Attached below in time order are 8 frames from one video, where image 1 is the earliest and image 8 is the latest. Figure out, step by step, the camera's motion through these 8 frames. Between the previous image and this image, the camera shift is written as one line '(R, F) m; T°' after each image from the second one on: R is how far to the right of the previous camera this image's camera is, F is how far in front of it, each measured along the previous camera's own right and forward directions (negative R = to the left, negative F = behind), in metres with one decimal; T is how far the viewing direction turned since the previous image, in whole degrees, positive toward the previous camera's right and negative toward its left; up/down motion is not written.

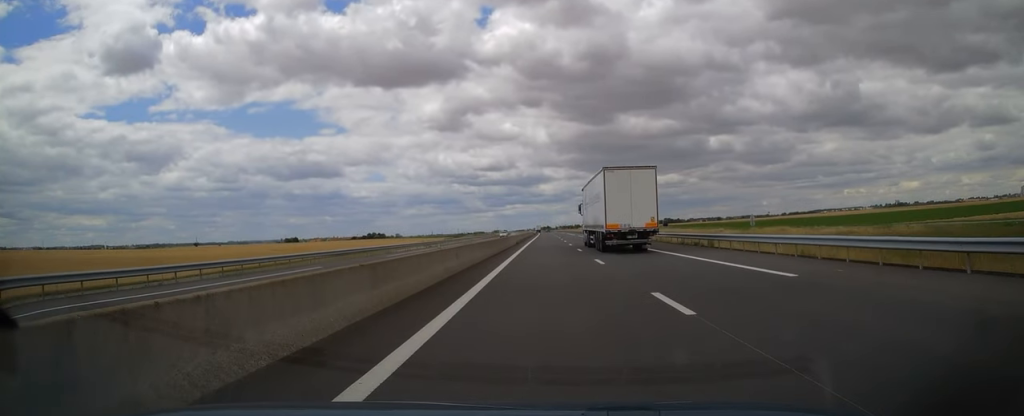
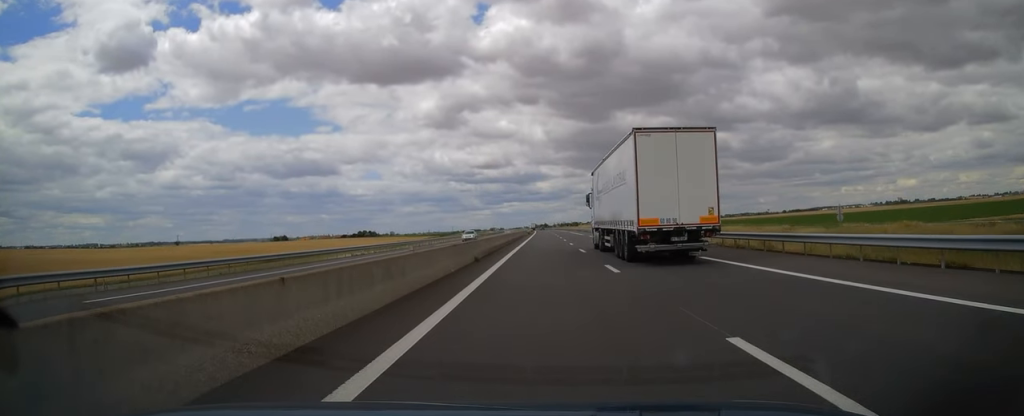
(0.0, +31.1) m; 0°
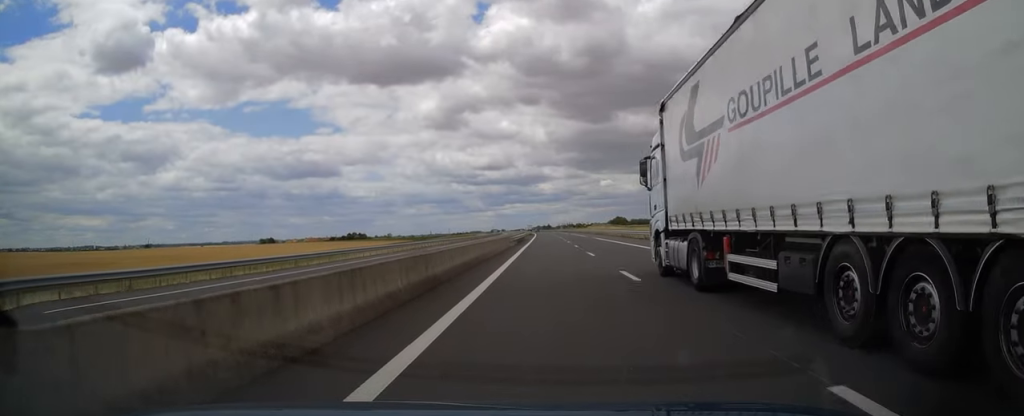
(+0.3, +54.1) m; 0°
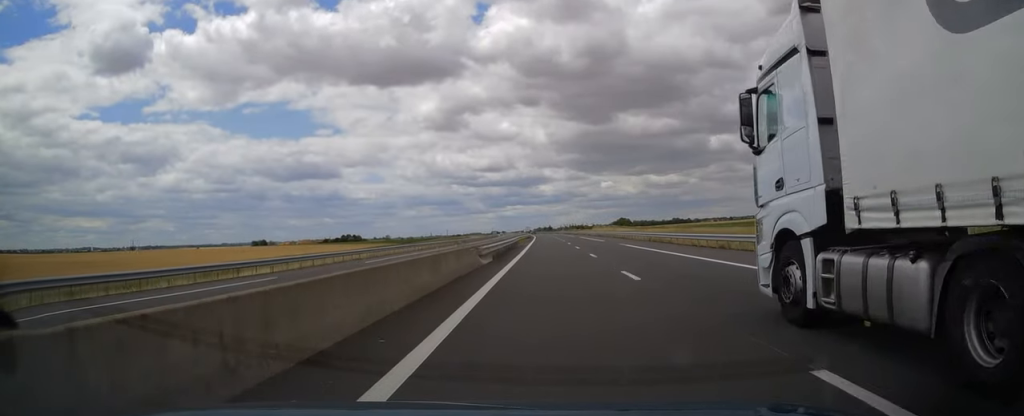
(0.0, +25.3) m; 0°
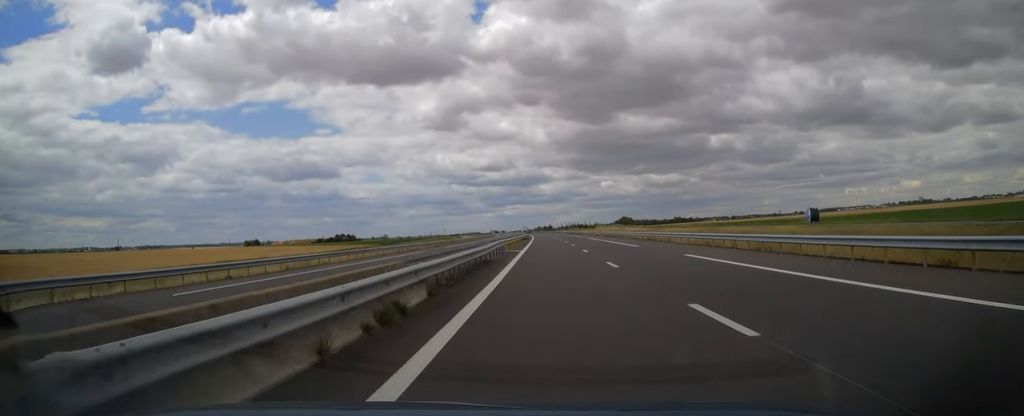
(0.0, +20.8) m; 0°
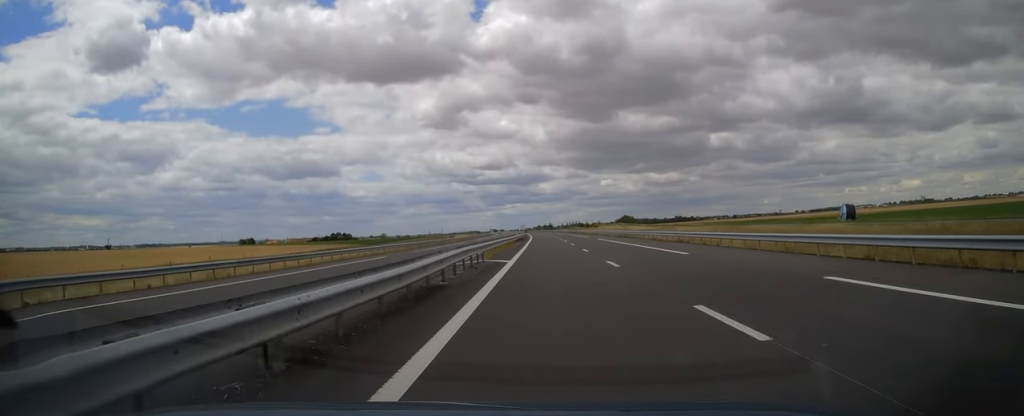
(0.0, +13.3) m; 0°
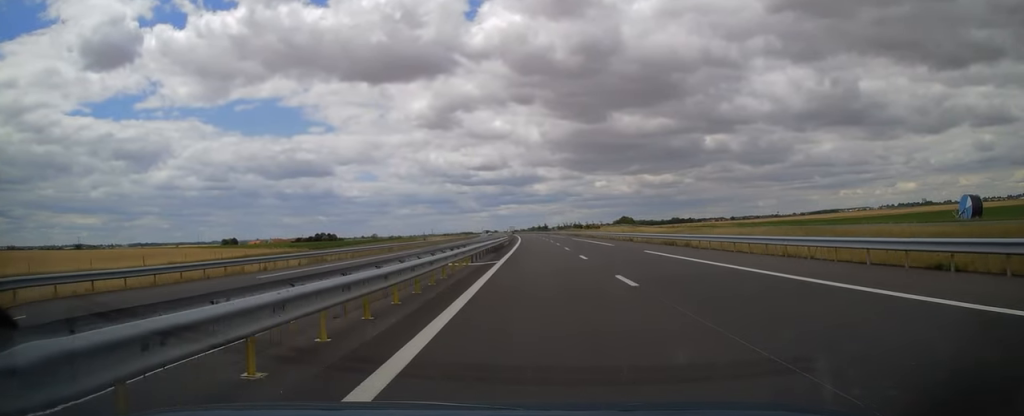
(0.0, +31.8) m; 0°
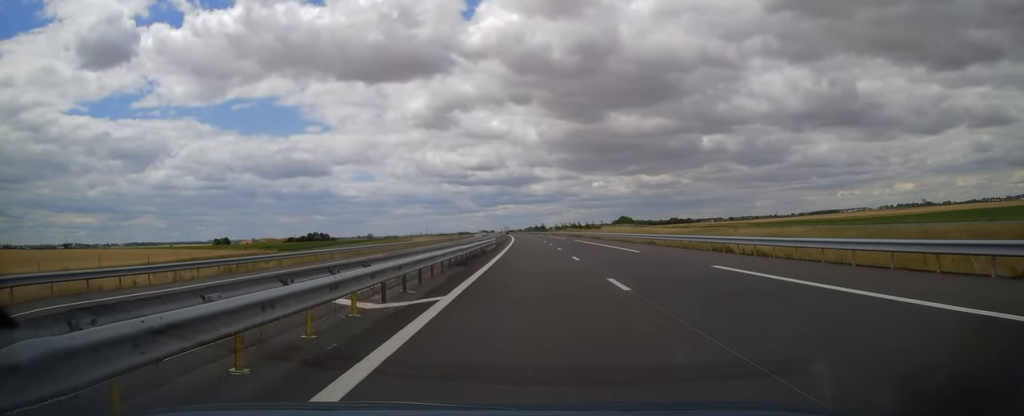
(0.0, +13.7) m; 0°
